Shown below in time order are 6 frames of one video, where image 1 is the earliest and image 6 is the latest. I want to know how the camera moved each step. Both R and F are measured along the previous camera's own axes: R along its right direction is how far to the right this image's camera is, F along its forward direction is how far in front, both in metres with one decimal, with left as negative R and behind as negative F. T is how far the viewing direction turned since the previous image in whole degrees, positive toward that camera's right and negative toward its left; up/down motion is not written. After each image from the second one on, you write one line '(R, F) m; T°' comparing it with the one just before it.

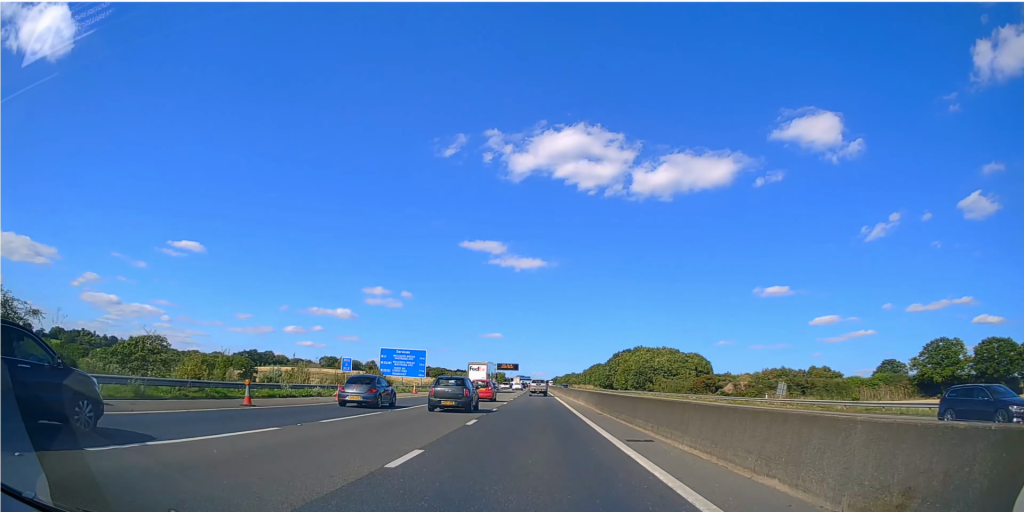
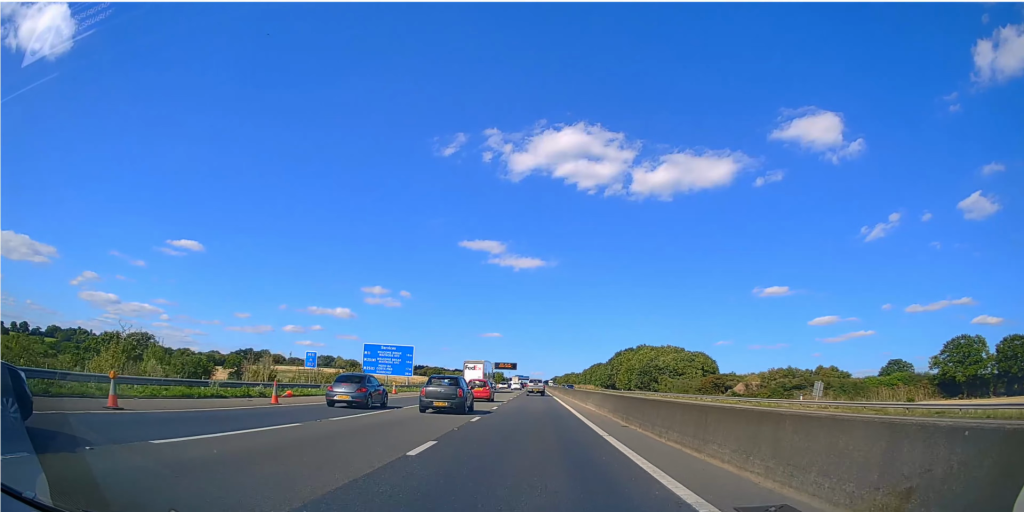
(0.0, +7.9) m; 0°
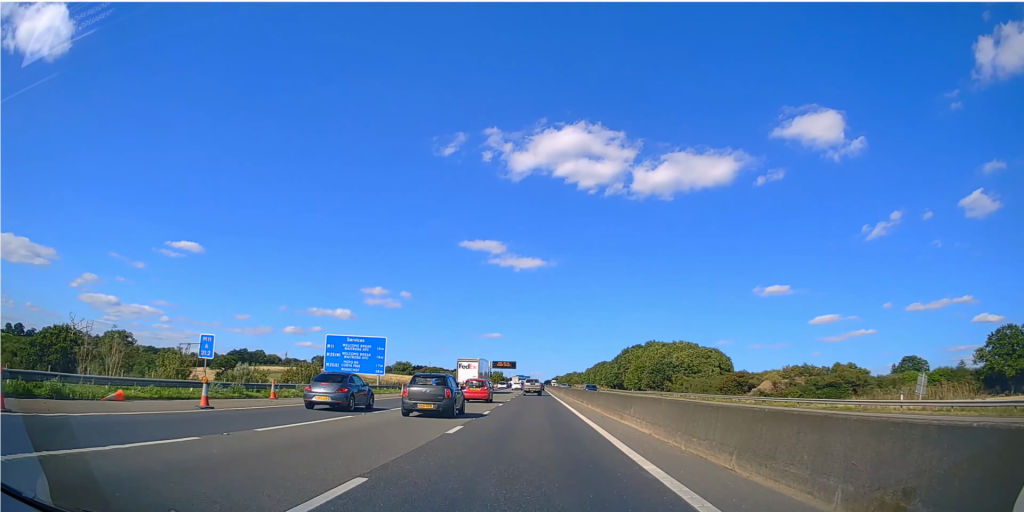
(+0.2, +14.9) m; +1°
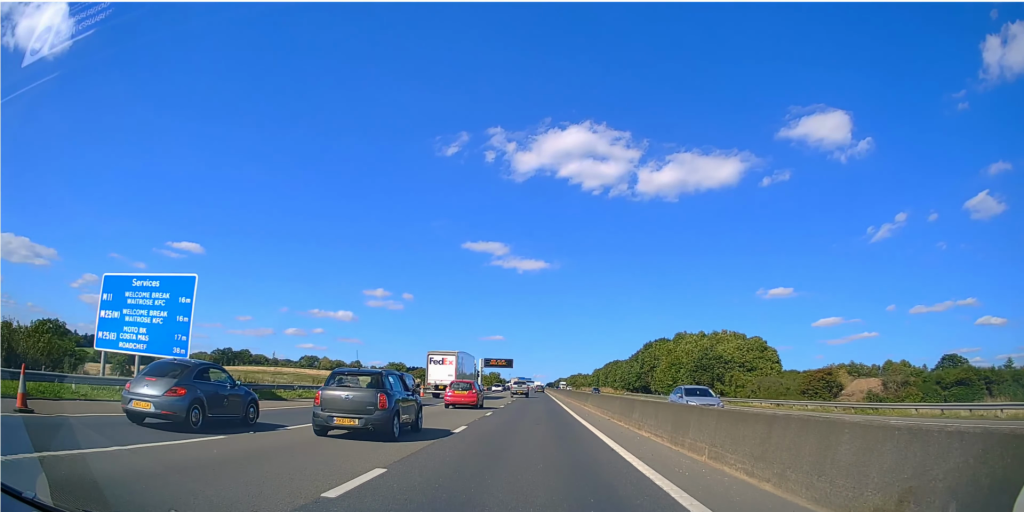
(0.0, +37.4) m; 0°
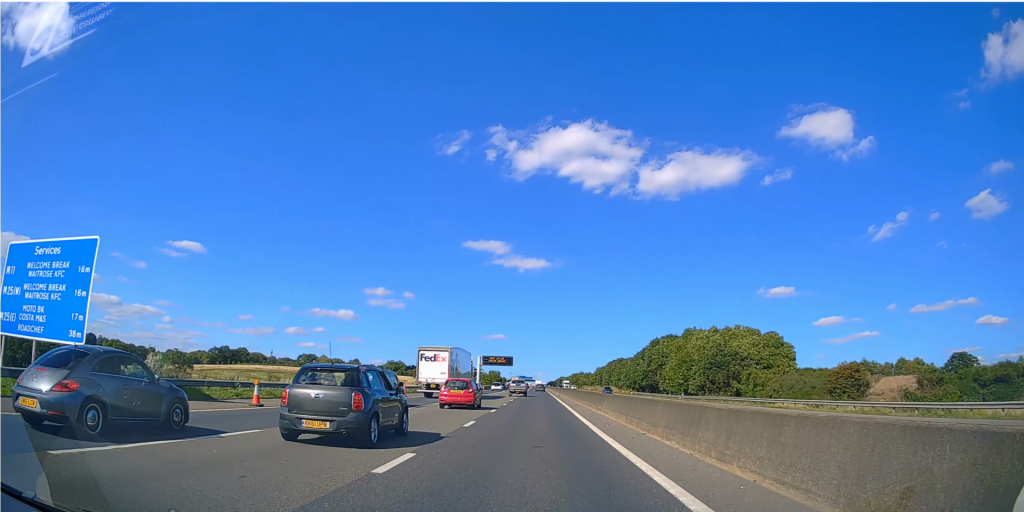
(0.0, +7.0) m; 0°
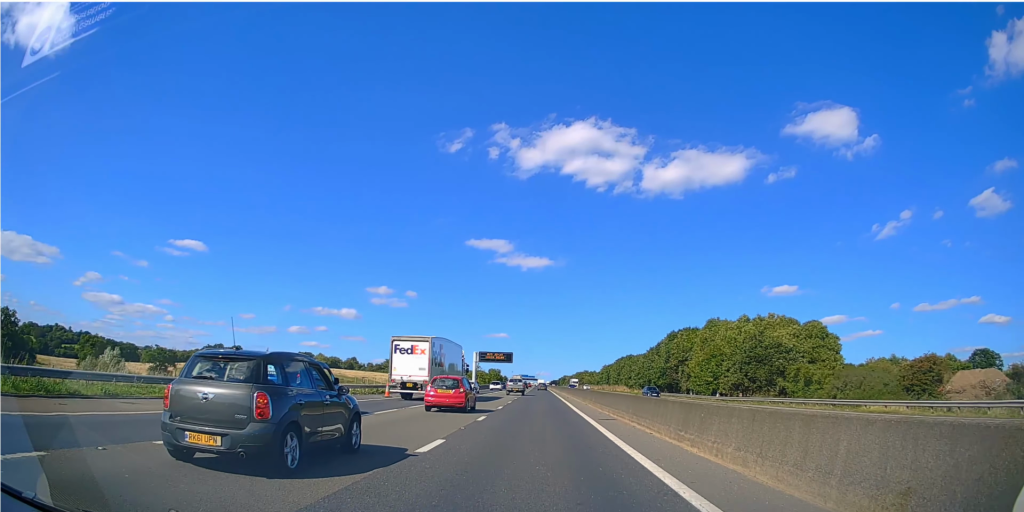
(0.0, +16.1) m; 0°
